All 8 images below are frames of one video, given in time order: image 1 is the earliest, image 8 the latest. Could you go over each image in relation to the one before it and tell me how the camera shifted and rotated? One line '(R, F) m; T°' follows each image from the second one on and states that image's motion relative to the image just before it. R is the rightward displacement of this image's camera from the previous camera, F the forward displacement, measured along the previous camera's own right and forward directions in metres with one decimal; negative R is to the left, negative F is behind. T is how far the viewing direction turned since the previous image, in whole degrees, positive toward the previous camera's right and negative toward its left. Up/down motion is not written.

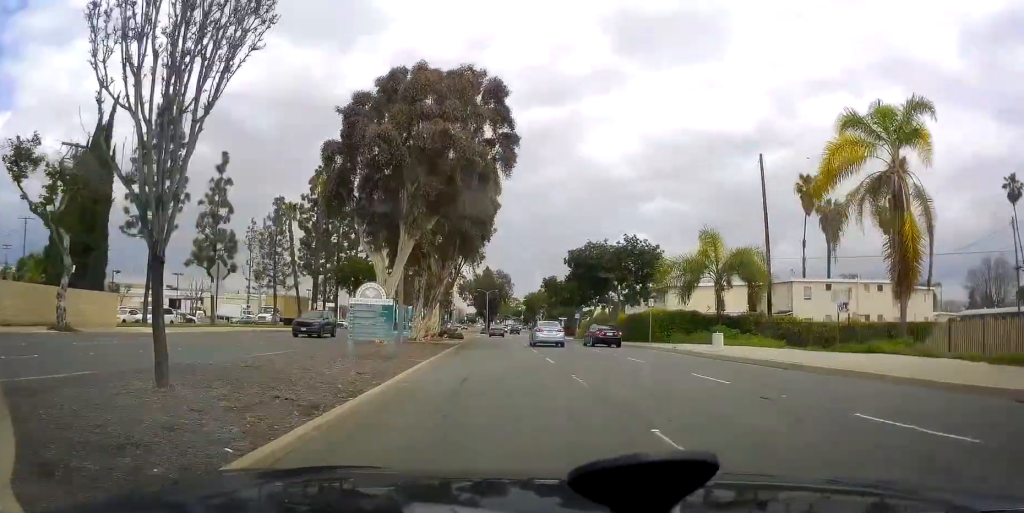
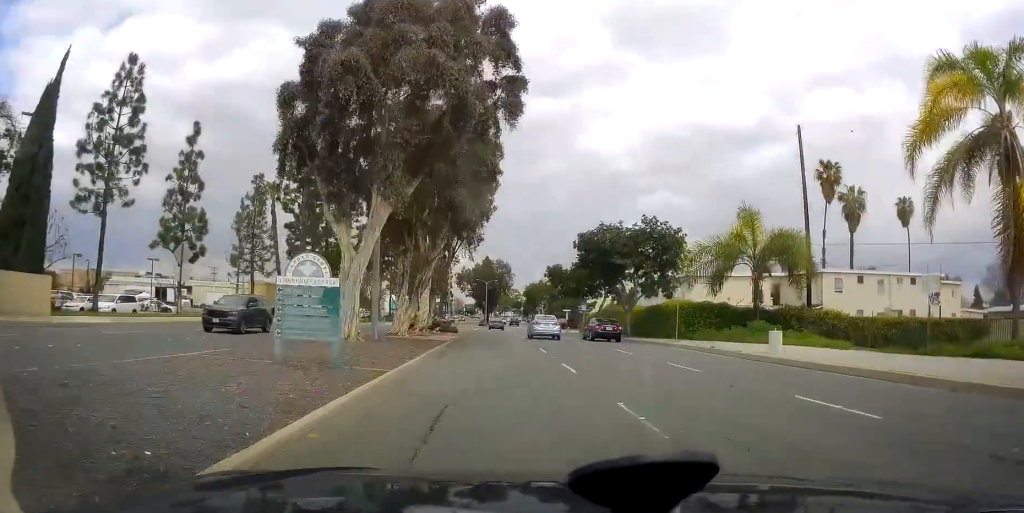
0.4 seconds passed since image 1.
(+0.2, +5.8) m; +1°
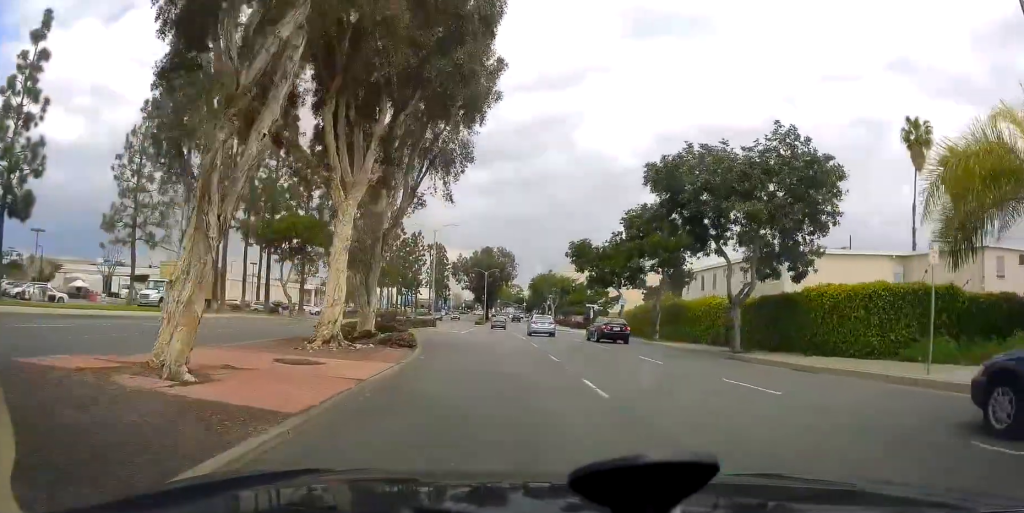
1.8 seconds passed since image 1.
(+0.8, +19.9) m; +1°
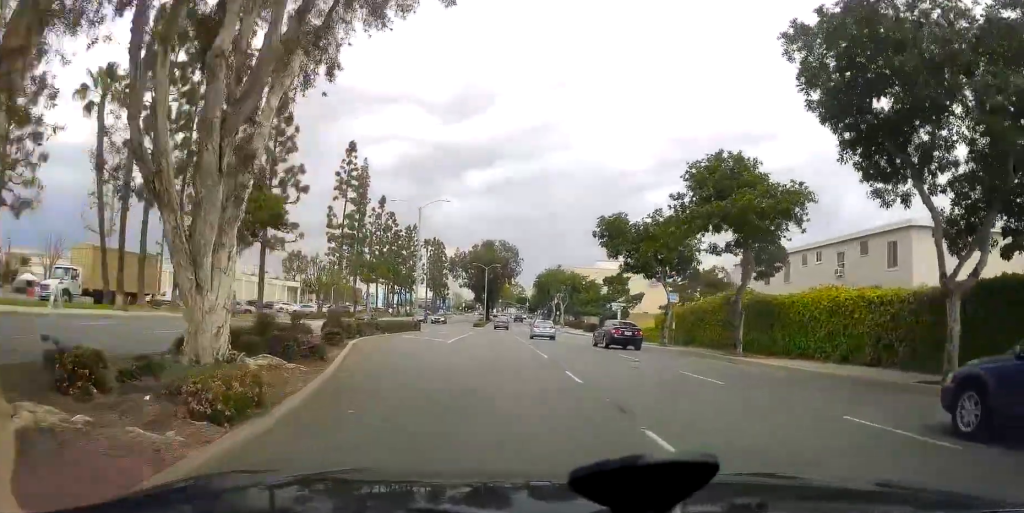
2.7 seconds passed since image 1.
(-0.3, +12.8) m; 0°
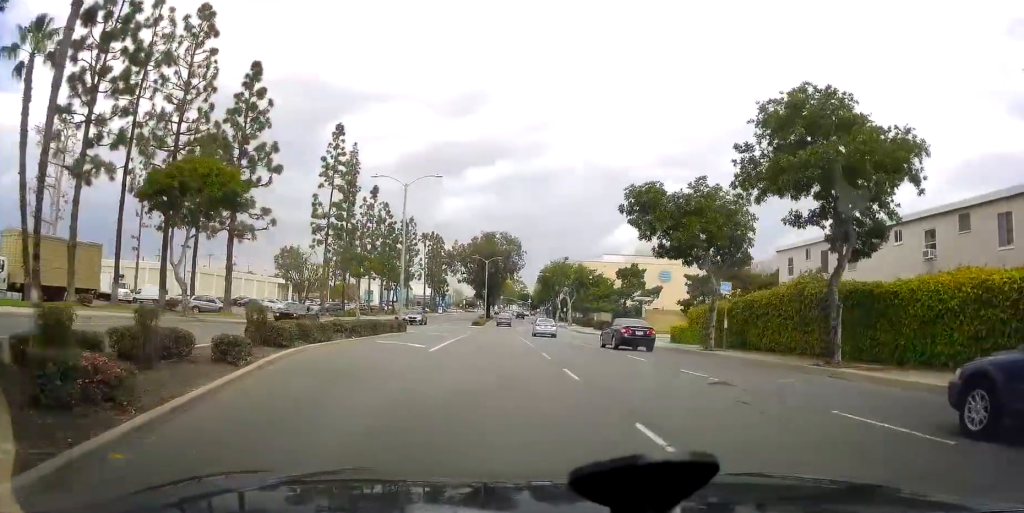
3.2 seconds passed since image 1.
(-0.1, +7.6) m; 0°
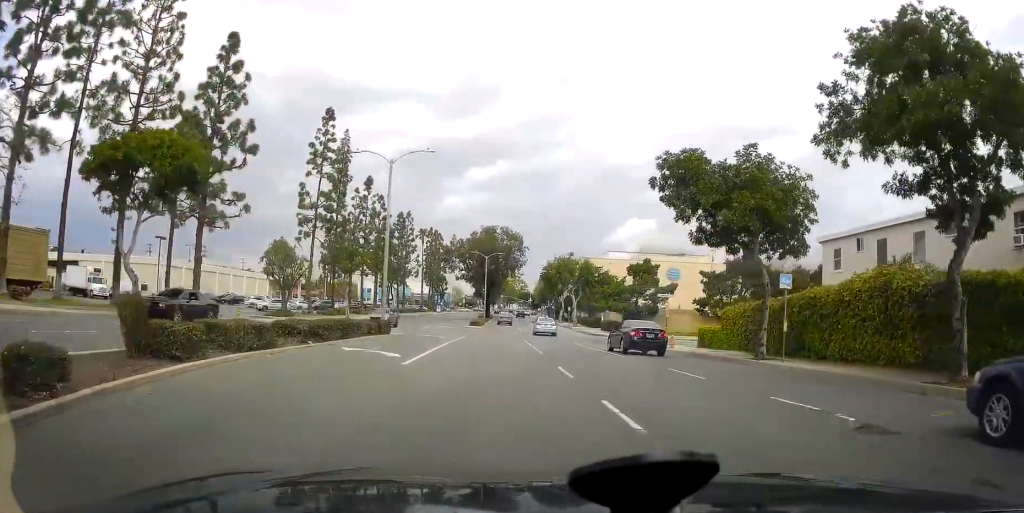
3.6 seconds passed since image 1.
(+0.2, +5.7) m; -1°
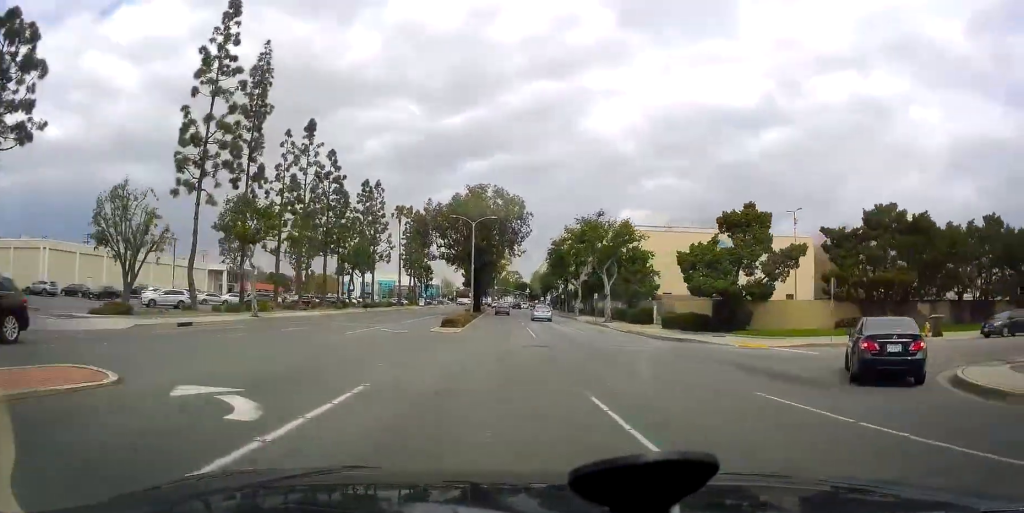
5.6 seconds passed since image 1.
(-0.5, +27.7) m; +1°
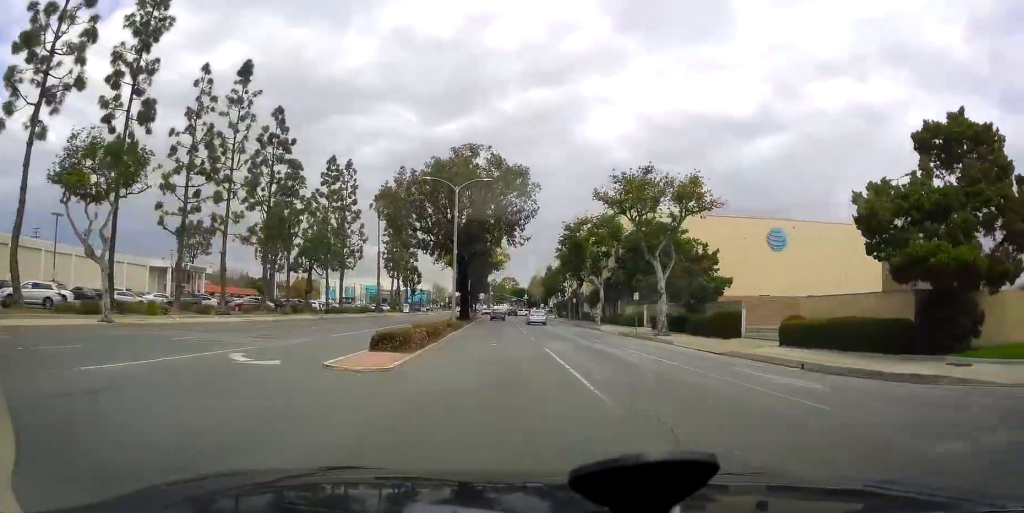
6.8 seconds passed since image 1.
(+0.6, +18.3) m; -1°
